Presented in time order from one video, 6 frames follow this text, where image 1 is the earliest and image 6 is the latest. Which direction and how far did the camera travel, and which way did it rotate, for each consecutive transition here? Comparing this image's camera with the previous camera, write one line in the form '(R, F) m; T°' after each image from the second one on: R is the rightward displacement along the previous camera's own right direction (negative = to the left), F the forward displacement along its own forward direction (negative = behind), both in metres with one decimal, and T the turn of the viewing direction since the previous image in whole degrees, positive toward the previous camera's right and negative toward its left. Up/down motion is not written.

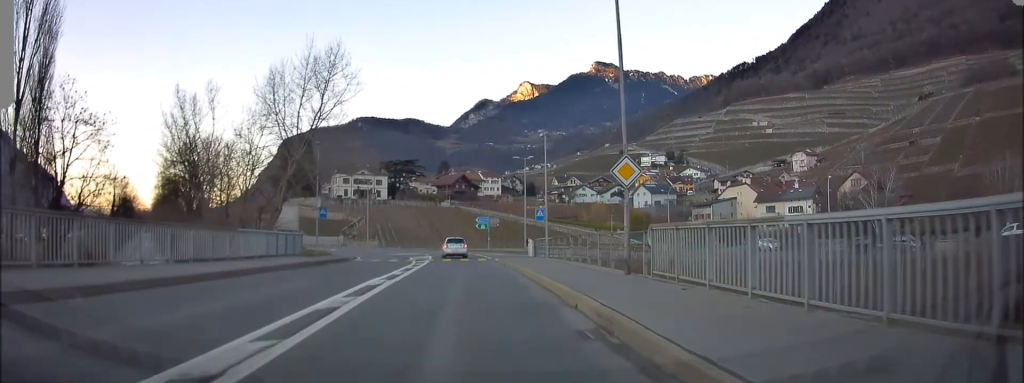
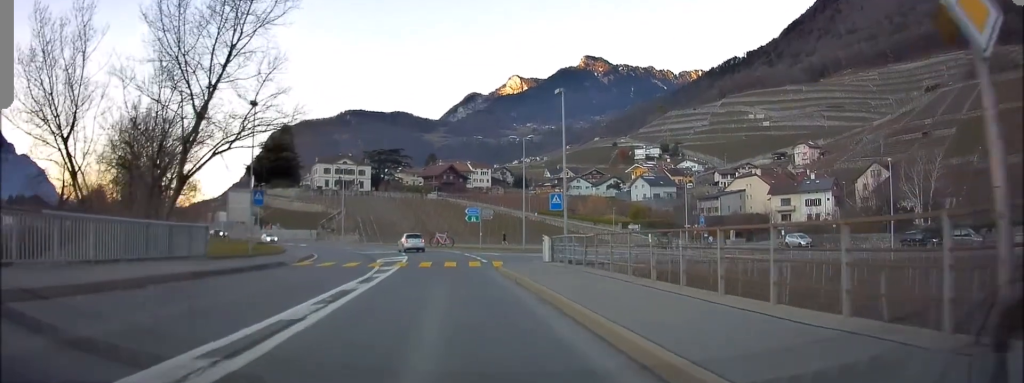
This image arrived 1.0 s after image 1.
(0.0, +10.6) m; 0°
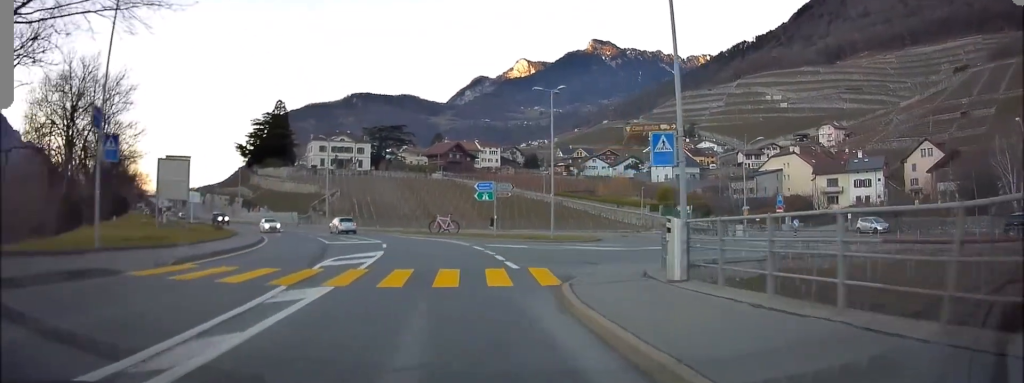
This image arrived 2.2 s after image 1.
(-0.1, +13.6) m; -1°
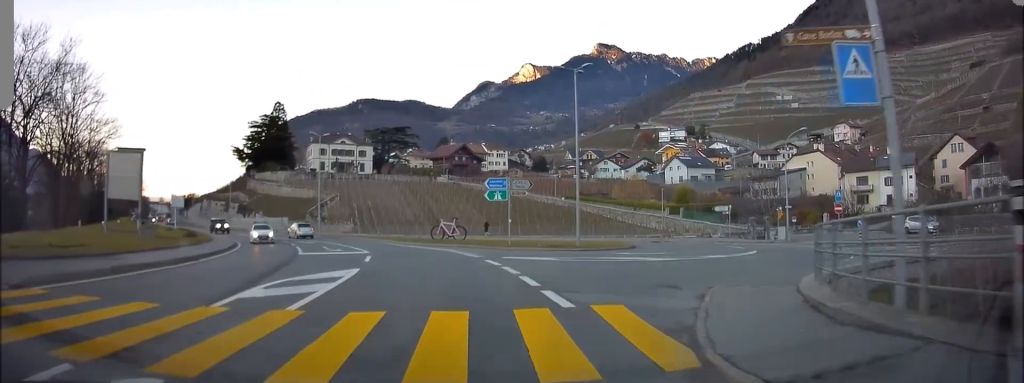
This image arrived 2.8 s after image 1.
(0.0, +7.2) m; -1°
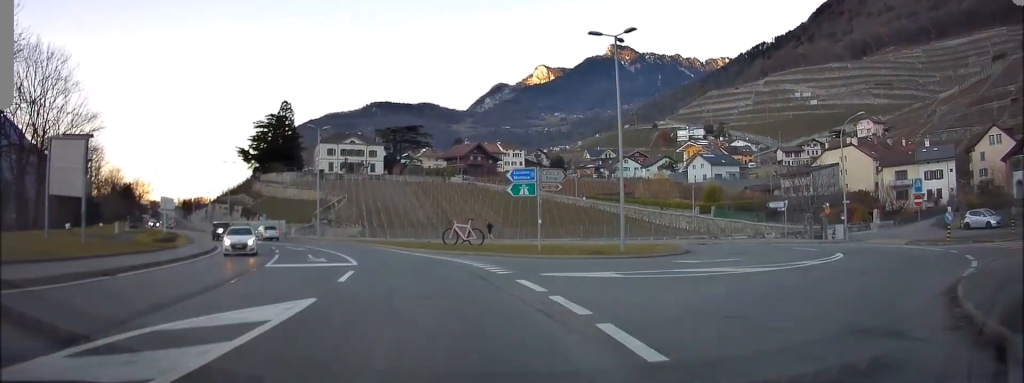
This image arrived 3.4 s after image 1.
(+0.1, +6.5) m; -1°
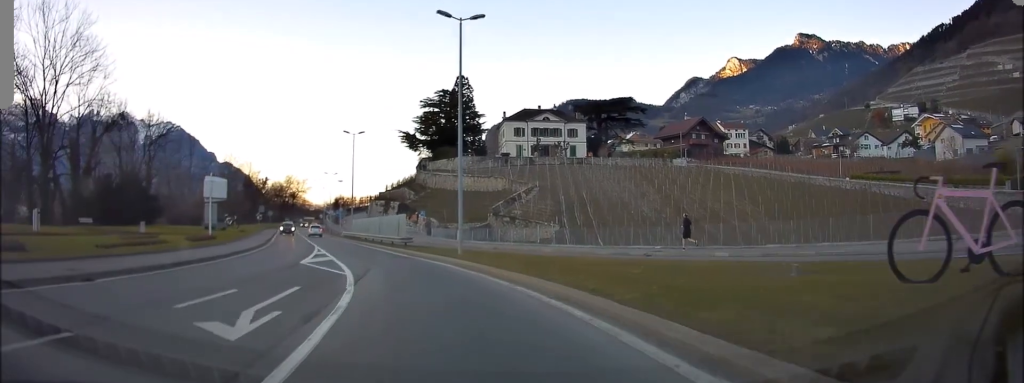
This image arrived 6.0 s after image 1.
(-5.0, +30.8) m; -20°
